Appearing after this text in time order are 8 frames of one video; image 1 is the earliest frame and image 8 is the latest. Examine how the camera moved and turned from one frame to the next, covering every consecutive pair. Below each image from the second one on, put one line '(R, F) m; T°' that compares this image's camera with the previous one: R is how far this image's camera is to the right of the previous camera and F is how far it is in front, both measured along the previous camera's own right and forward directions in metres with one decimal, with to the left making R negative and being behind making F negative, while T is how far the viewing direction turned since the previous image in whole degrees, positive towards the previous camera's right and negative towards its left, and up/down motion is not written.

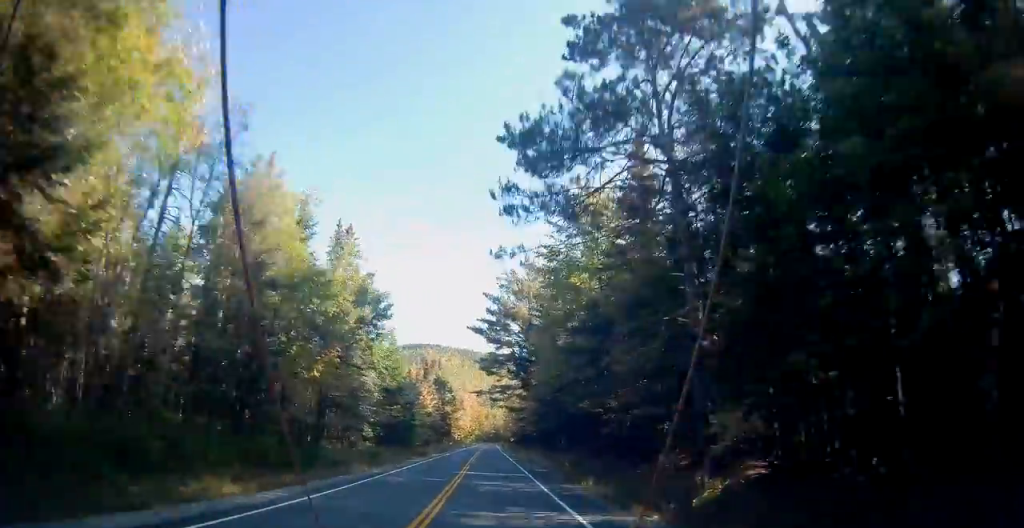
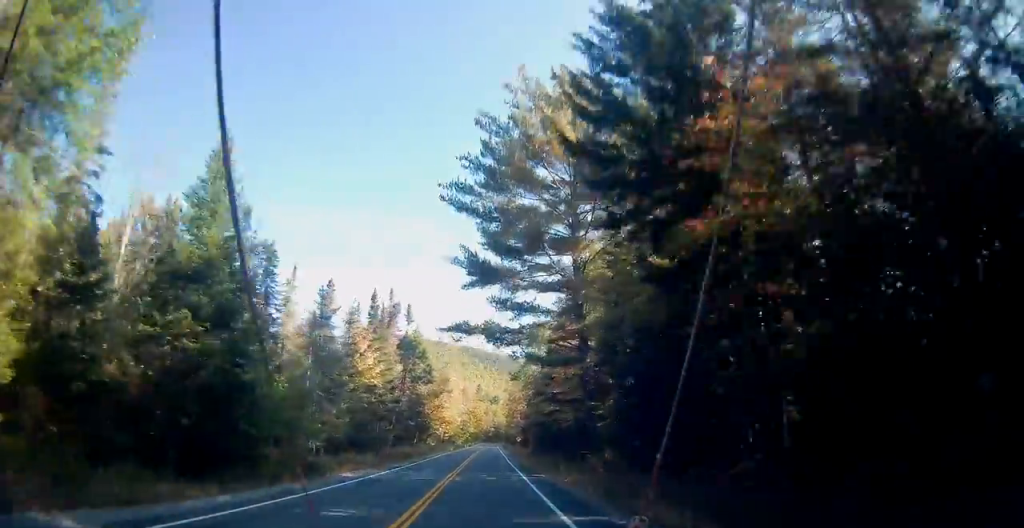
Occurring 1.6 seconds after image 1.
(+0.1, +40.7) m; 0°
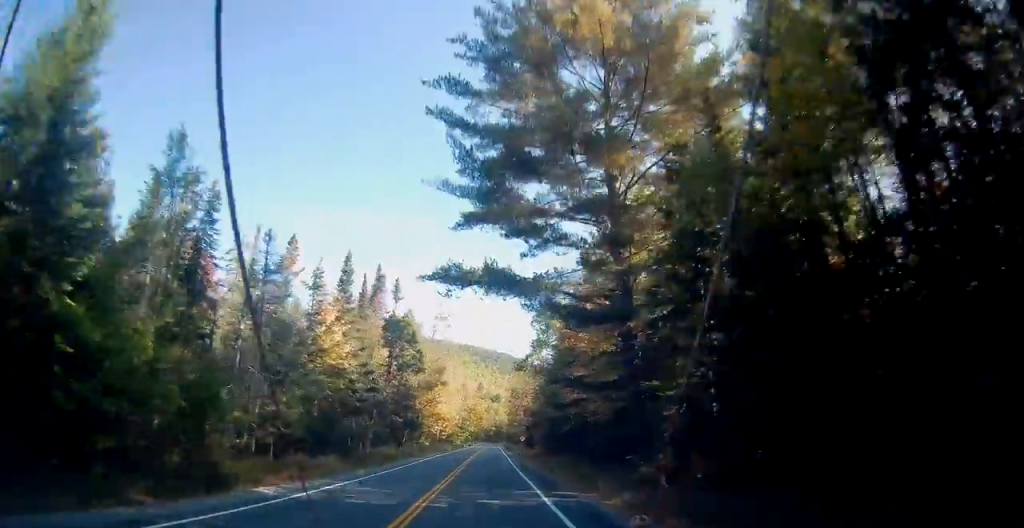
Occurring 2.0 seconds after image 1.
(0.0, +10.1) m; 0°
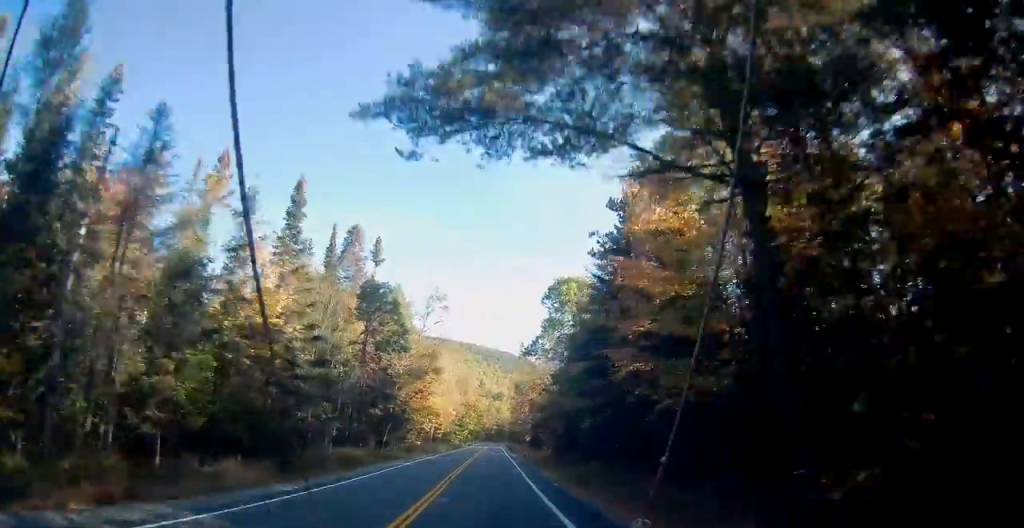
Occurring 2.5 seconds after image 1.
(0.0, +11.8) m; 0°
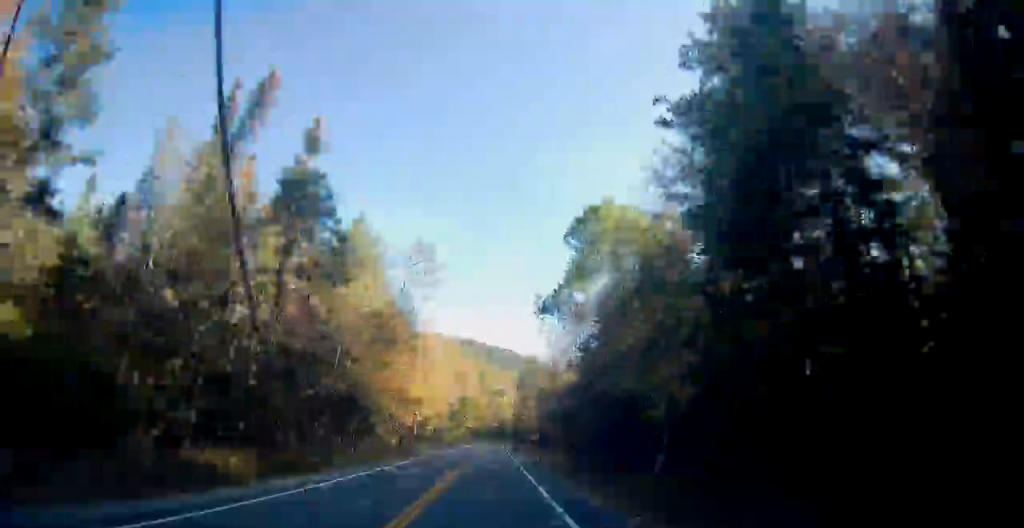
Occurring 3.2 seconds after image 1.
(+0.1, +18.2) m; 0°
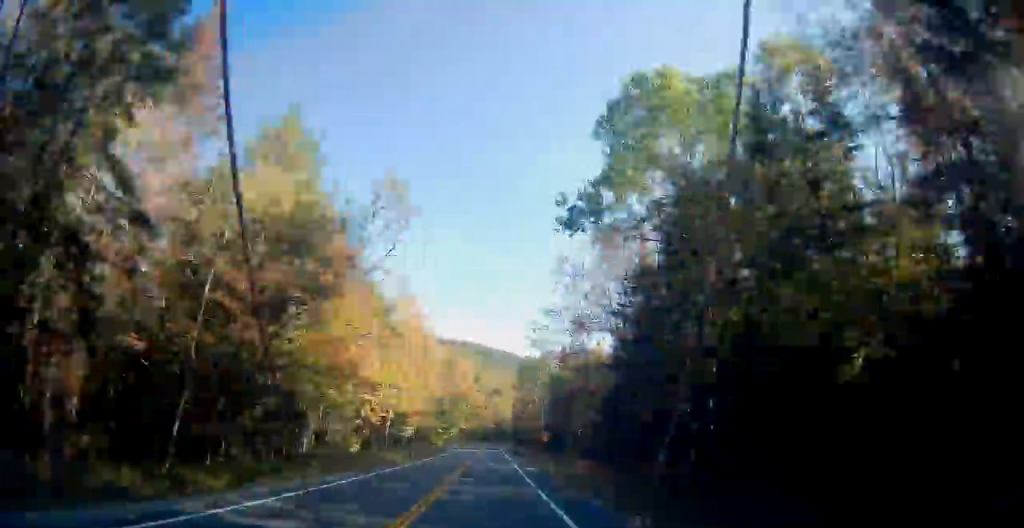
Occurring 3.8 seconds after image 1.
(-0.1, +15.7) m; 0°
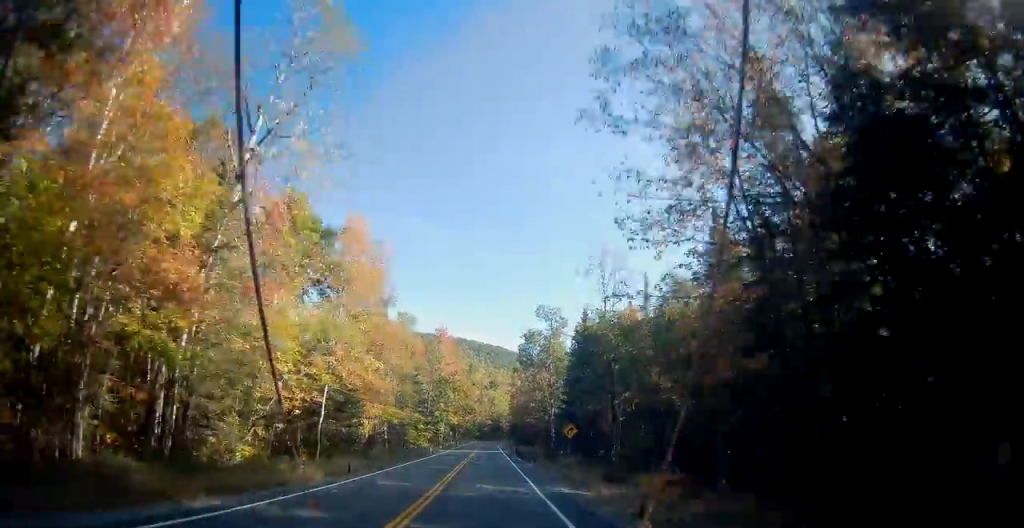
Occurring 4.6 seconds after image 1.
(-0.1, +19.1) m; 0°
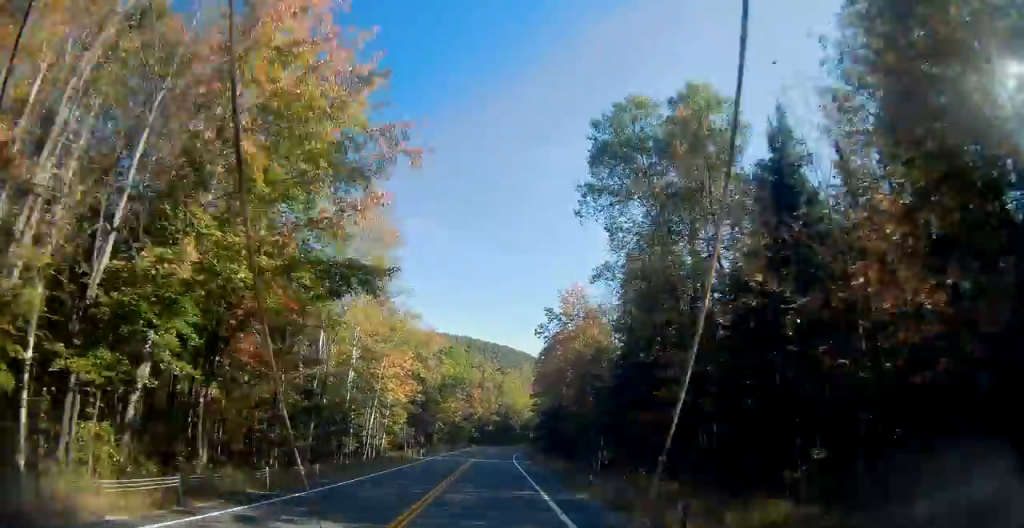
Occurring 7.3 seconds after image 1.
(+0.5, +67.4) m; 0°
